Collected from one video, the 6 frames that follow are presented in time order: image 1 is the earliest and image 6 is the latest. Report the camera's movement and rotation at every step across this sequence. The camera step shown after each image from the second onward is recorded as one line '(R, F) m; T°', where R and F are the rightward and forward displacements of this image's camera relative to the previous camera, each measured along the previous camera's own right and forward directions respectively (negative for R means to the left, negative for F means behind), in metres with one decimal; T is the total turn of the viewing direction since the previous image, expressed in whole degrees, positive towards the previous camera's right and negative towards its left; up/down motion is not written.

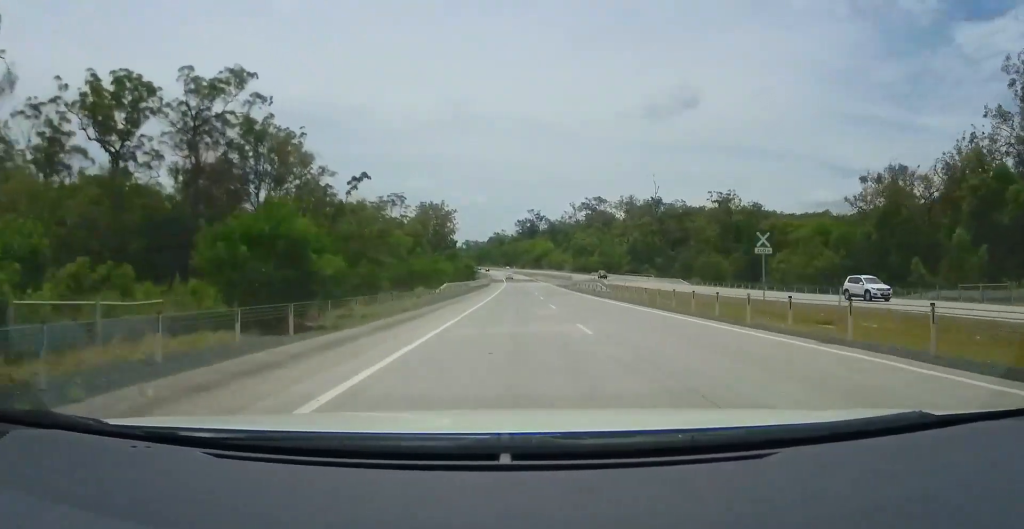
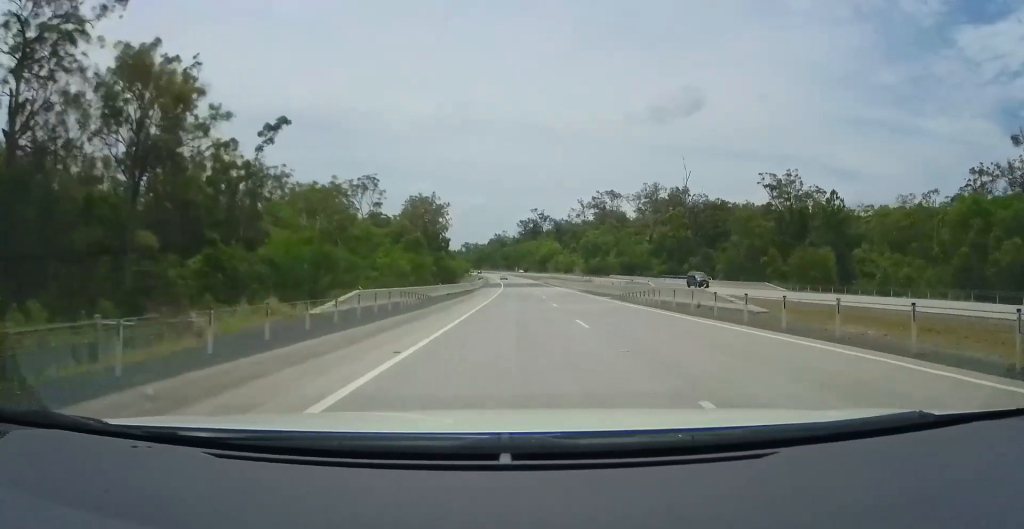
(0.0, +33.8) m; 0°
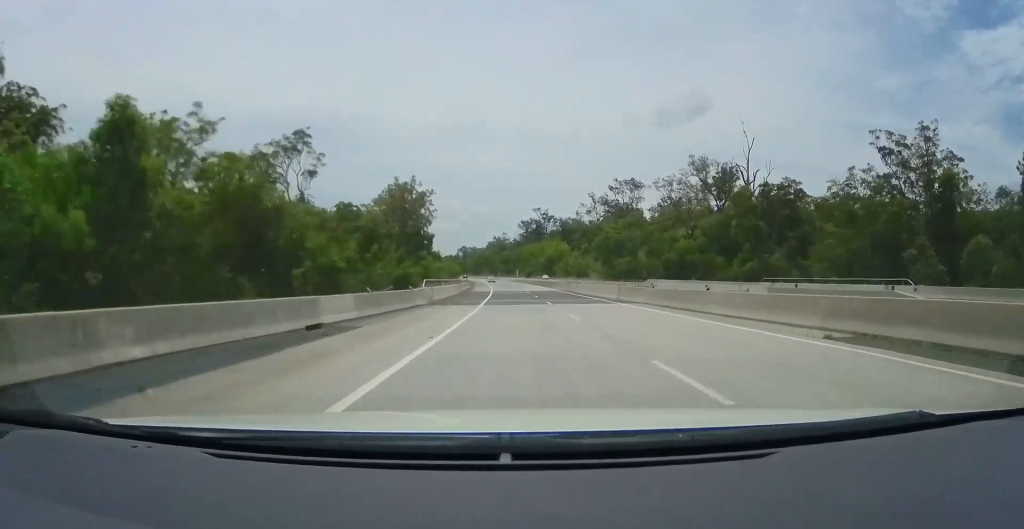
(-0.1, +45.7) m; -1°
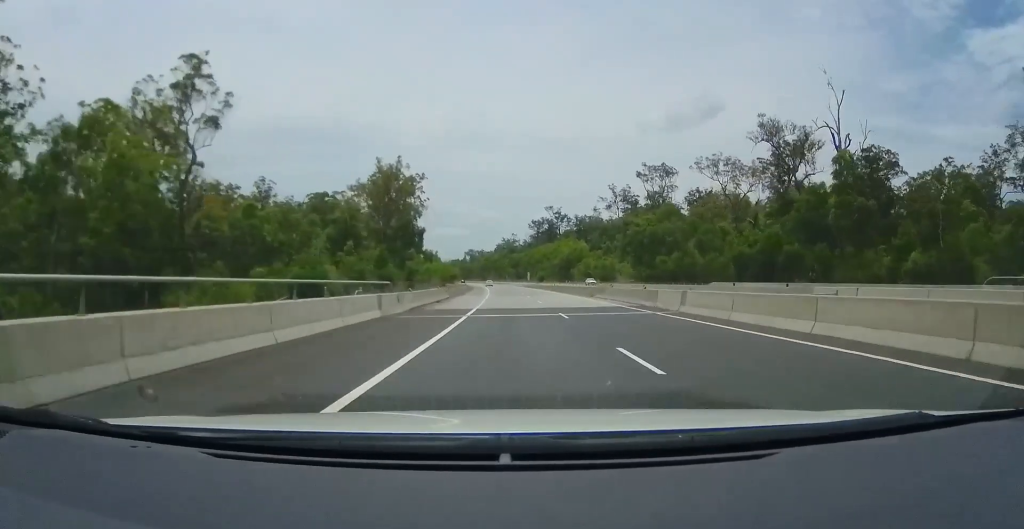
(-0.5, +33.6) m; -1°
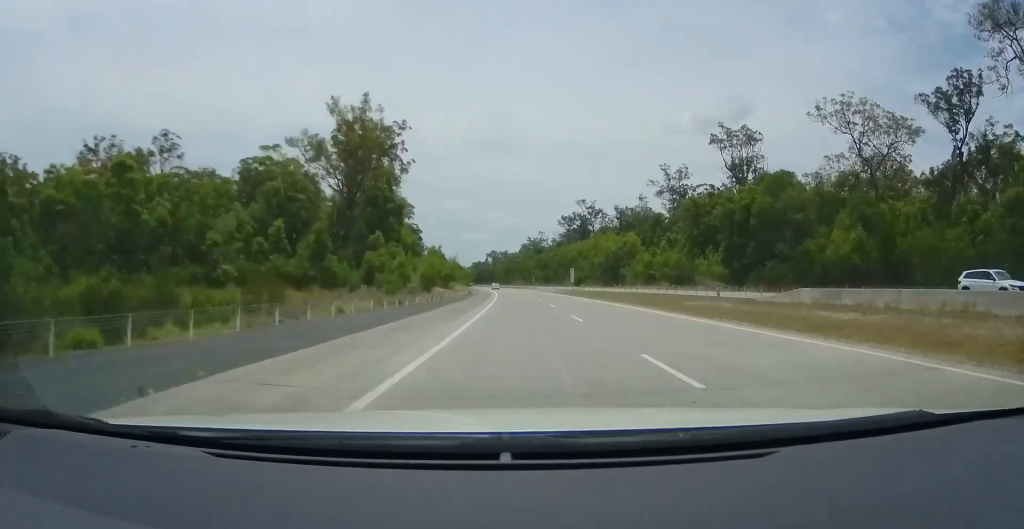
(-0.1, +52.6) m; -2°
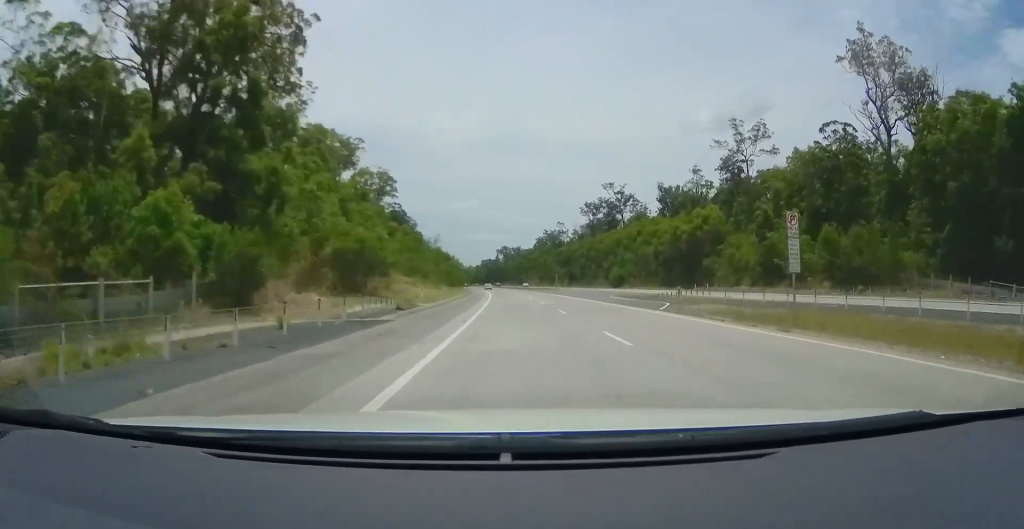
(-1.7, +54.0) m; -2°
